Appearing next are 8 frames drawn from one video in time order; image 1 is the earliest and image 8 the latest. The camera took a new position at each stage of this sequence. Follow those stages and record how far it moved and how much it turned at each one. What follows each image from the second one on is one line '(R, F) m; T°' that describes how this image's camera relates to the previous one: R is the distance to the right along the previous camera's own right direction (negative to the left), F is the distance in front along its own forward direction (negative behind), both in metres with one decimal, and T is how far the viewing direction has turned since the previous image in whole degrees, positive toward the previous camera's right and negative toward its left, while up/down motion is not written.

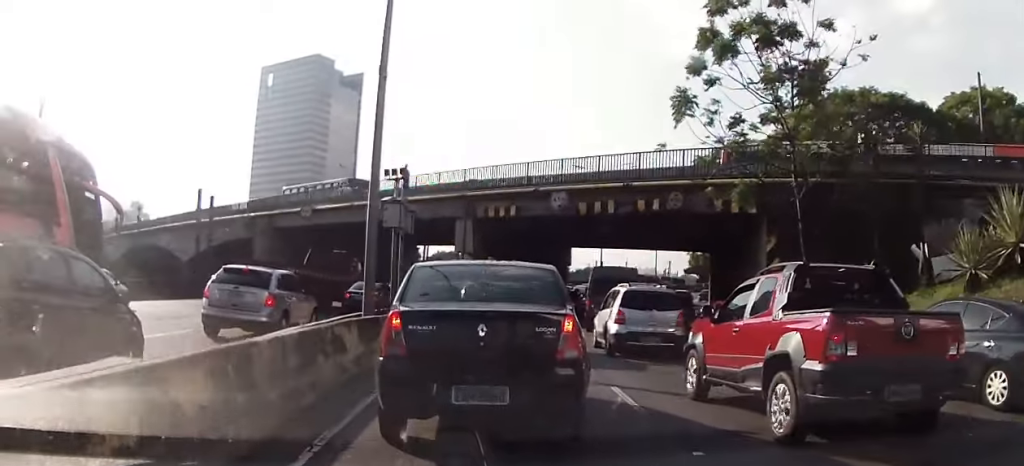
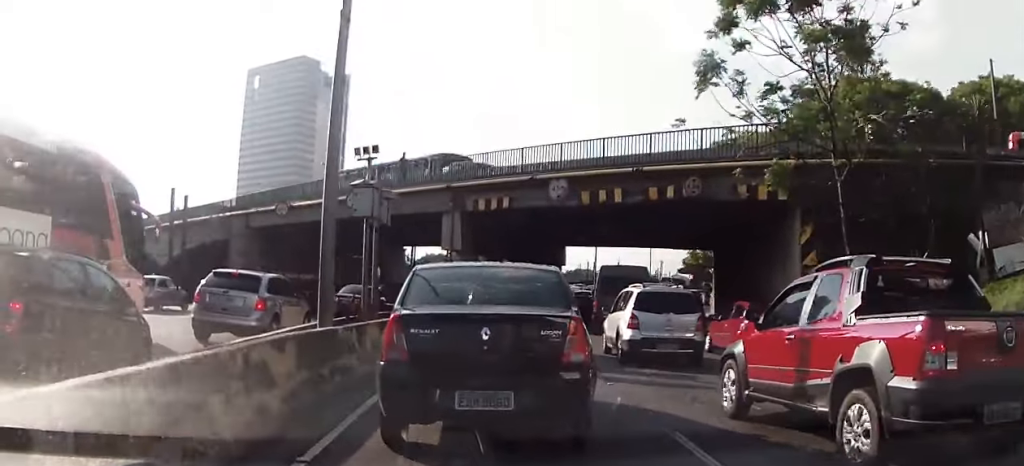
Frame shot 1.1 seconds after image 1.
(+0.2, +3.6) m; 0°
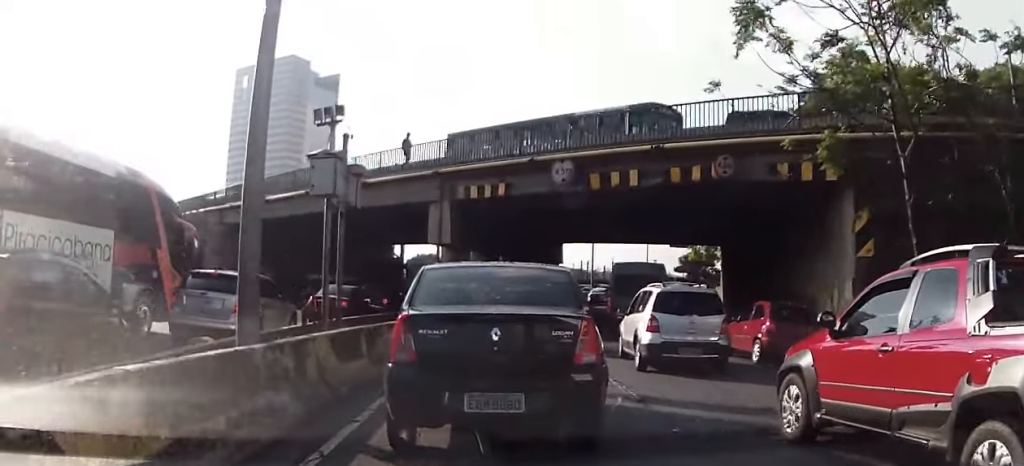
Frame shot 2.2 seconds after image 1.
(-0.1, +3.5) m; +1°
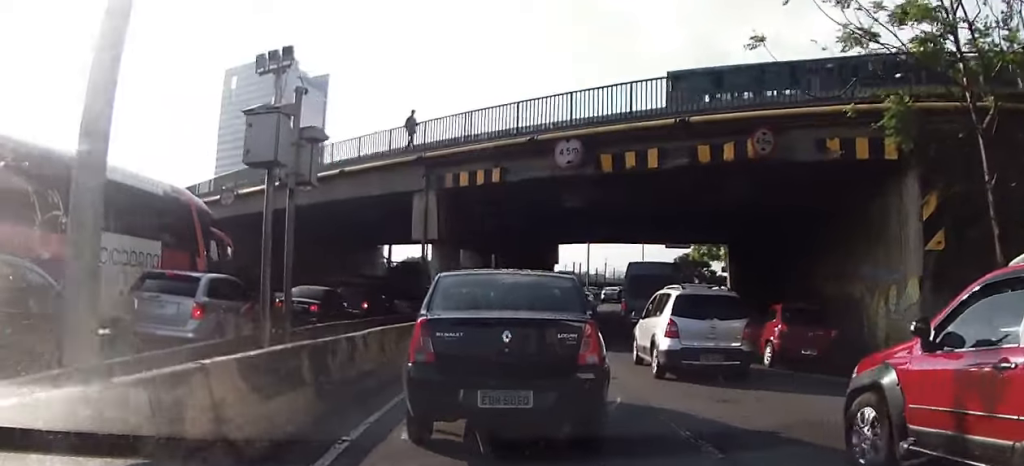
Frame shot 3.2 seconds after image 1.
(+0.1, +3.3) m; +2°
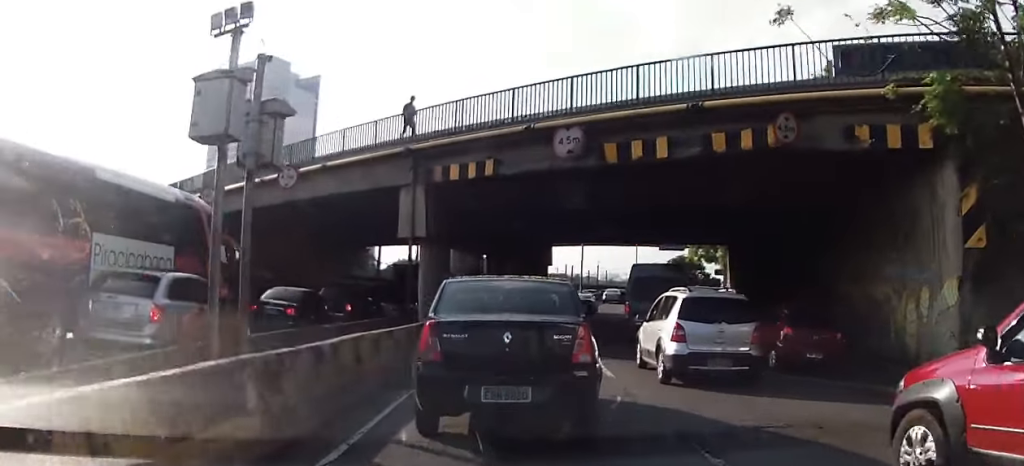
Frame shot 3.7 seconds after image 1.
(0.0, +1.6) m; 0°
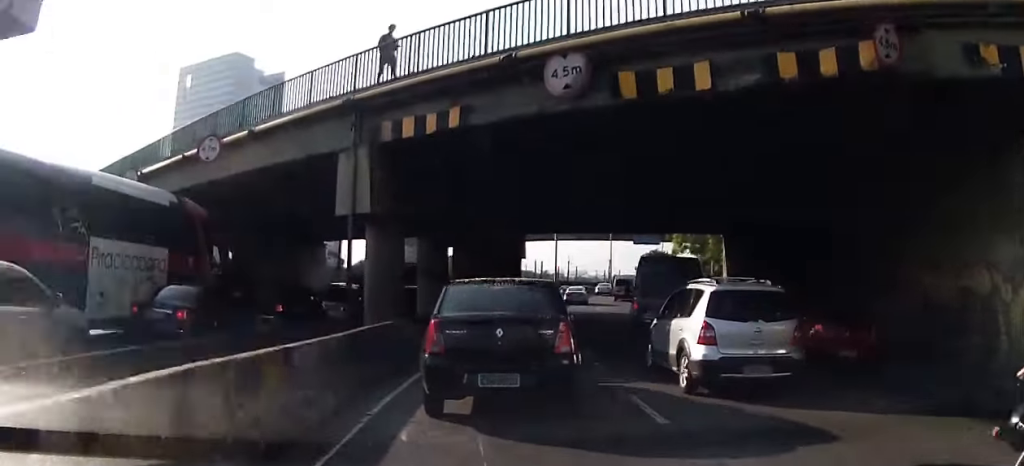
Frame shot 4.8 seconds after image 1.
(0.0, +4.4) m; +5°
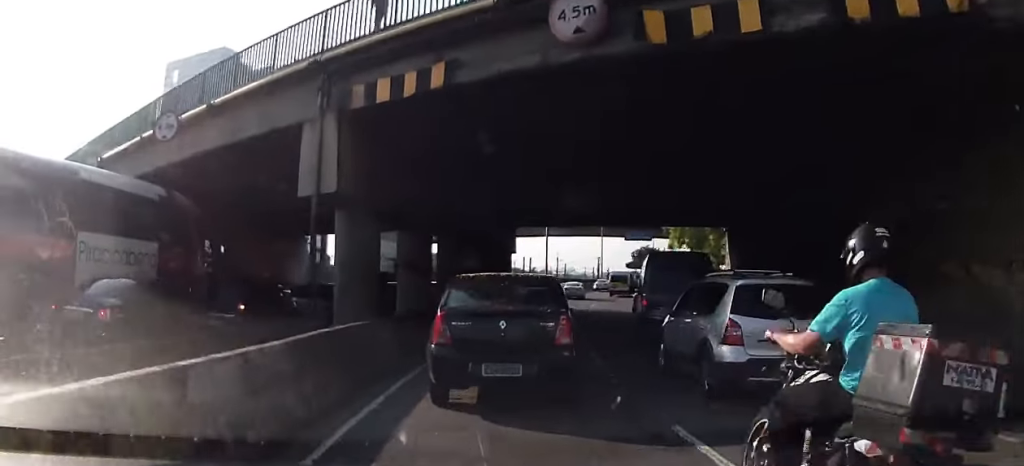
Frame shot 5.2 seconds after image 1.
(0.0, +2.2) m; +2°
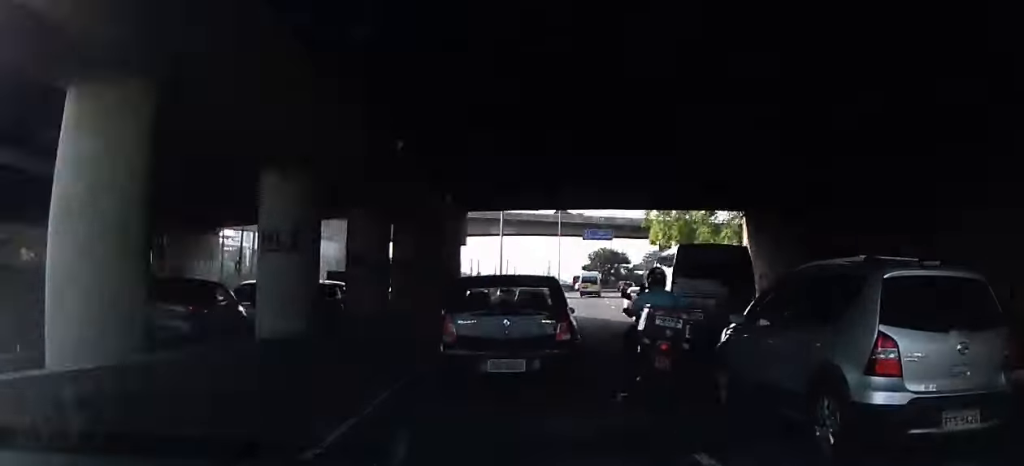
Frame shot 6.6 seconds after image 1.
(+0.3, +8.6) m; 0°
